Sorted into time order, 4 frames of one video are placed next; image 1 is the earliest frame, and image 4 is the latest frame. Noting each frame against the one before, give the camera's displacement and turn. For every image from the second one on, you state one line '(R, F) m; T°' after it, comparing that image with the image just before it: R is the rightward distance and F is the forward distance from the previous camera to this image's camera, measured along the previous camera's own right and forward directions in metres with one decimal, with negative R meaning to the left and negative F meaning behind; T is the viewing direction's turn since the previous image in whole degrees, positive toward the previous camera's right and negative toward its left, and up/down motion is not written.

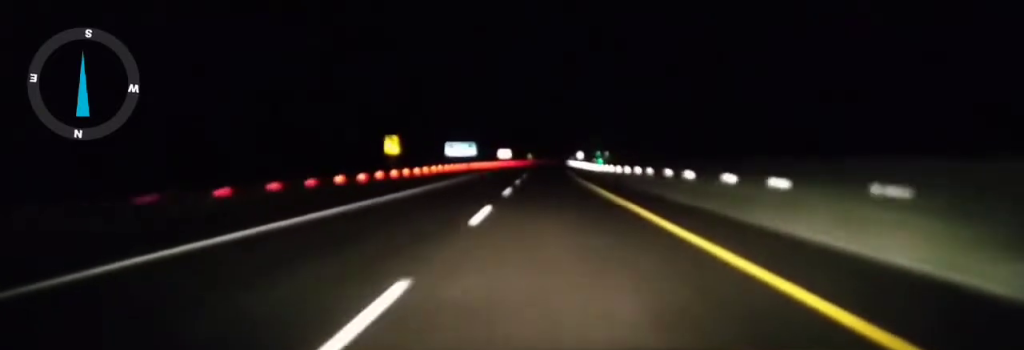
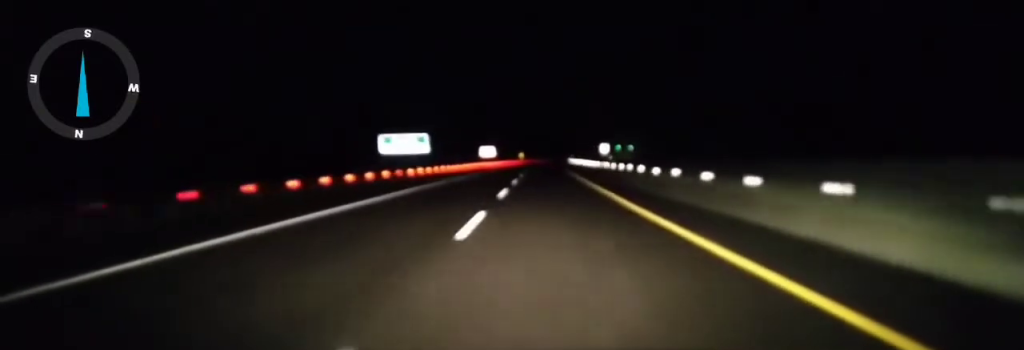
(-0.3, +43.5) m; 0°
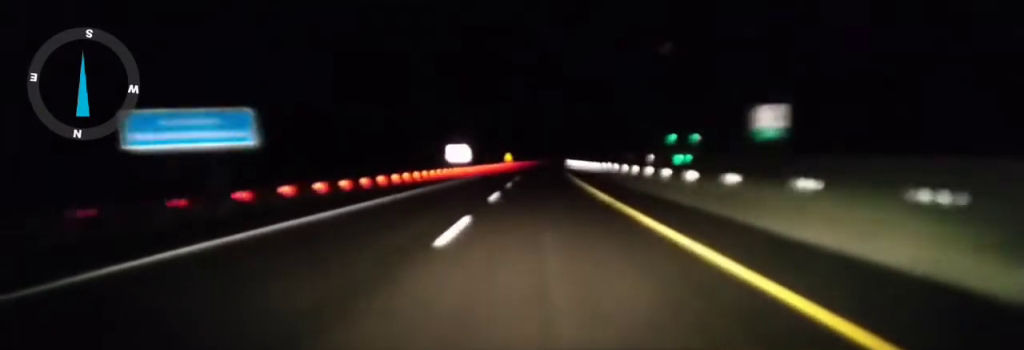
(0.0, +39.5) m; 0°
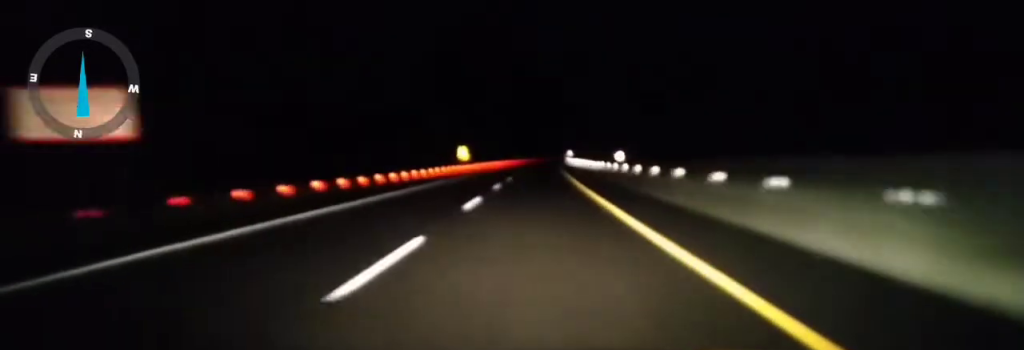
(+1.2, +84.1) m; +1°
